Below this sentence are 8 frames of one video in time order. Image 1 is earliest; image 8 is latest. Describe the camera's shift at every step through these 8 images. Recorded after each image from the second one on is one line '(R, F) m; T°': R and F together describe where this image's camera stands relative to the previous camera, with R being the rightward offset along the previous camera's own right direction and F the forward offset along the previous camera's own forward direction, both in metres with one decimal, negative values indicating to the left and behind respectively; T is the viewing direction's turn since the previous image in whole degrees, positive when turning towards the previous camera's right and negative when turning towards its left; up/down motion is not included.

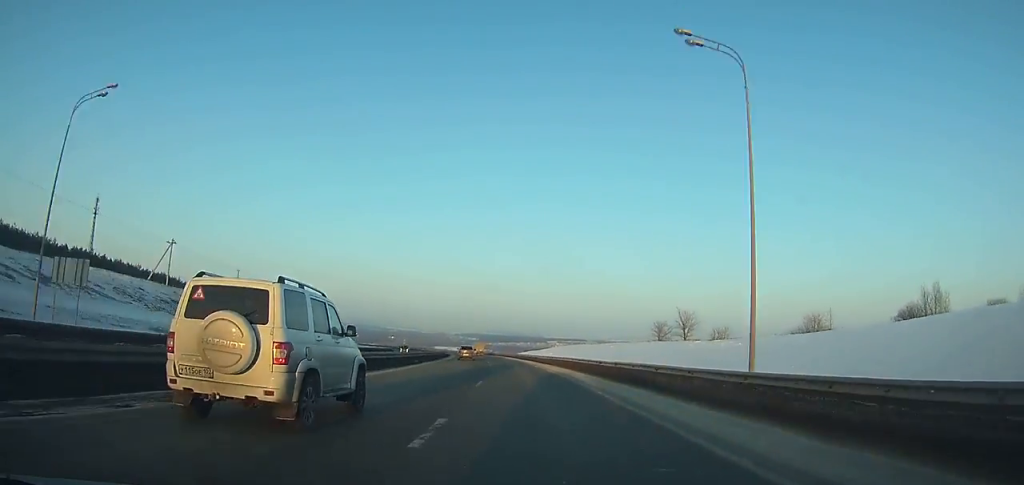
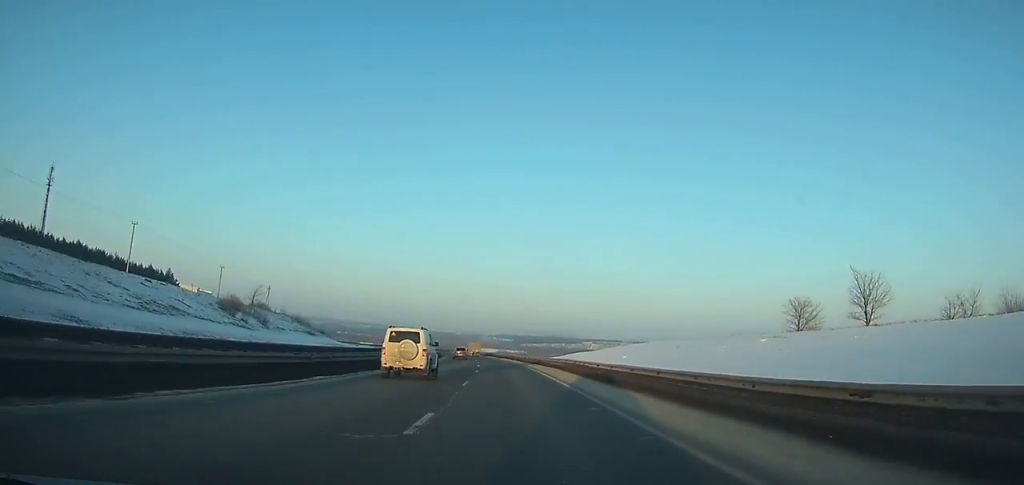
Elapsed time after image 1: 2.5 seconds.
(-2.3, +61.5) m; -4°
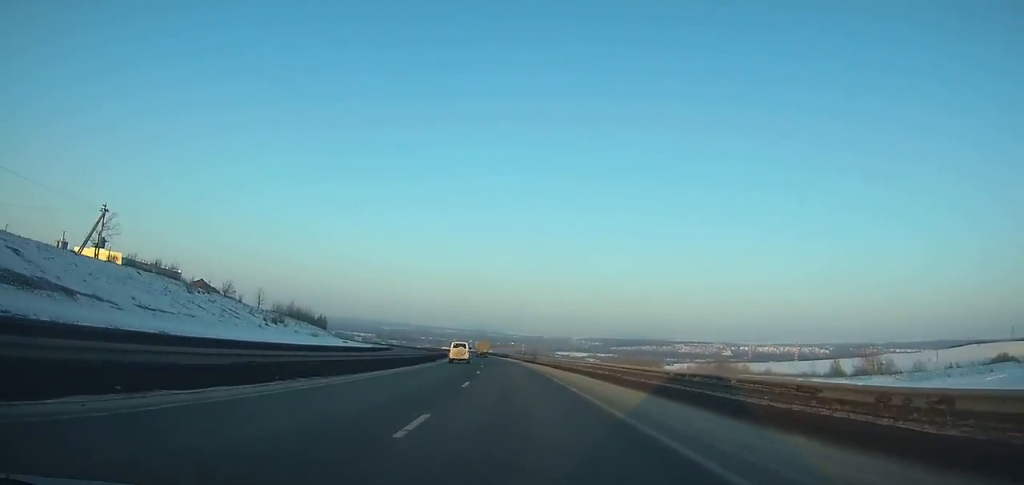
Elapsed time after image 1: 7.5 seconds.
(-9.2, +123.4) m; -9°
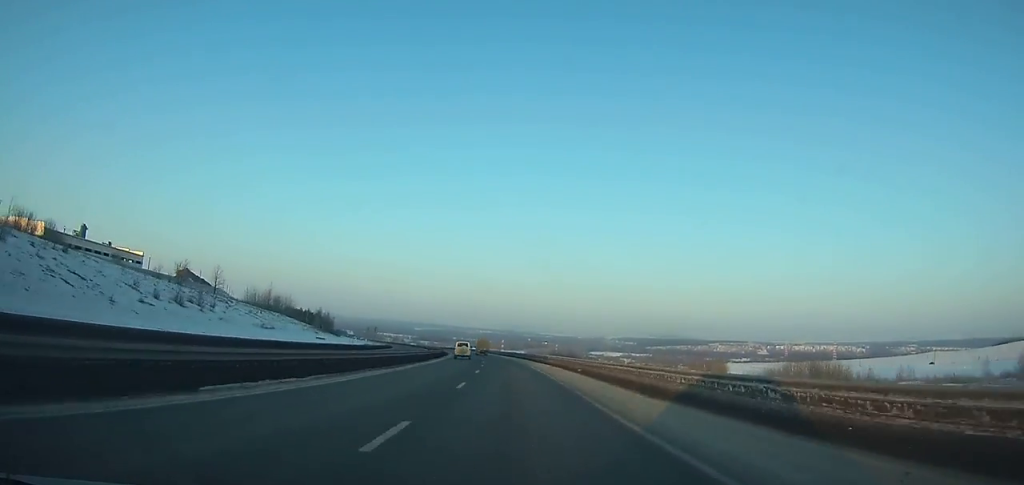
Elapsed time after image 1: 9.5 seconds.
(-0.8, +49.9) m; -3°
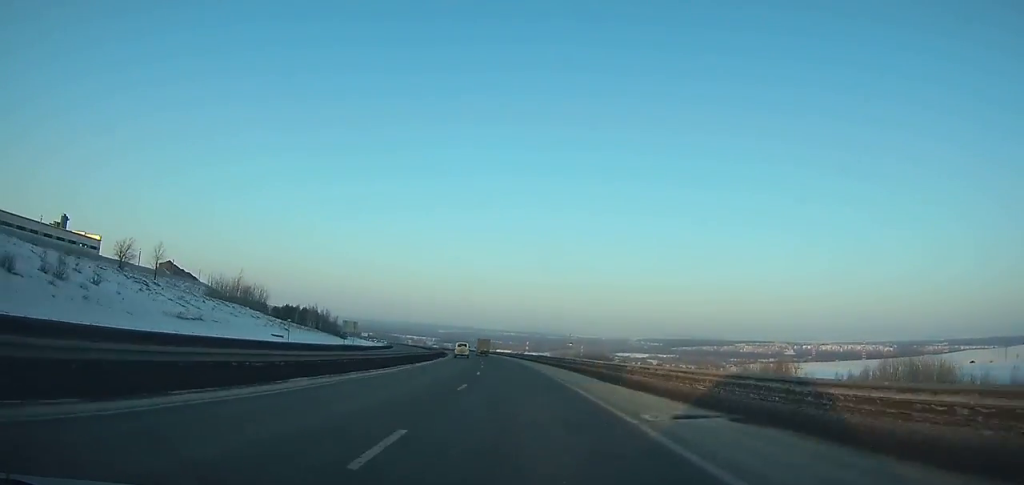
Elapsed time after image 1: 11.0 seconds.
(-1.6, +37.6) m; -2°
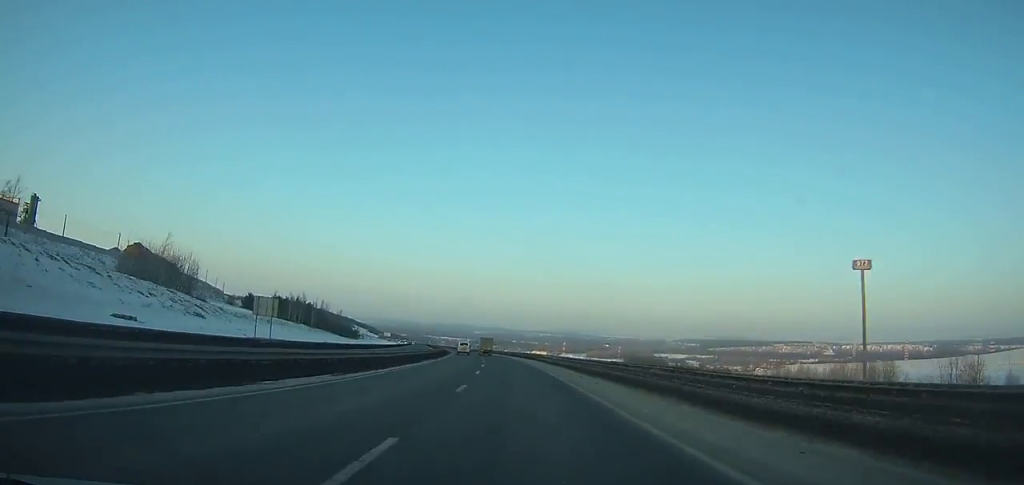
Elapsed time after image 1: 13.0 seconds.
(-1.1, +50.2) m; -3°
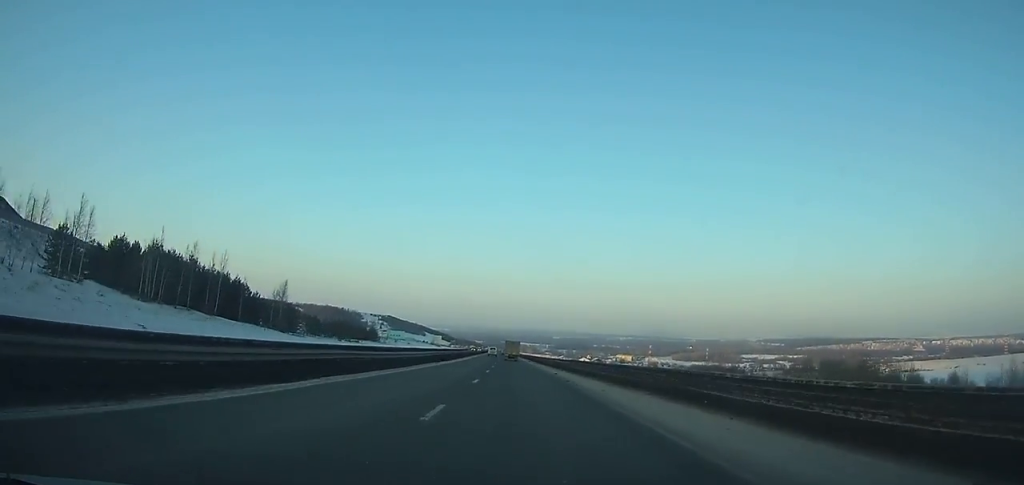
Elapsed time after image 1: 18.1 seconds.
(-7.9, +127.9) m; -5°
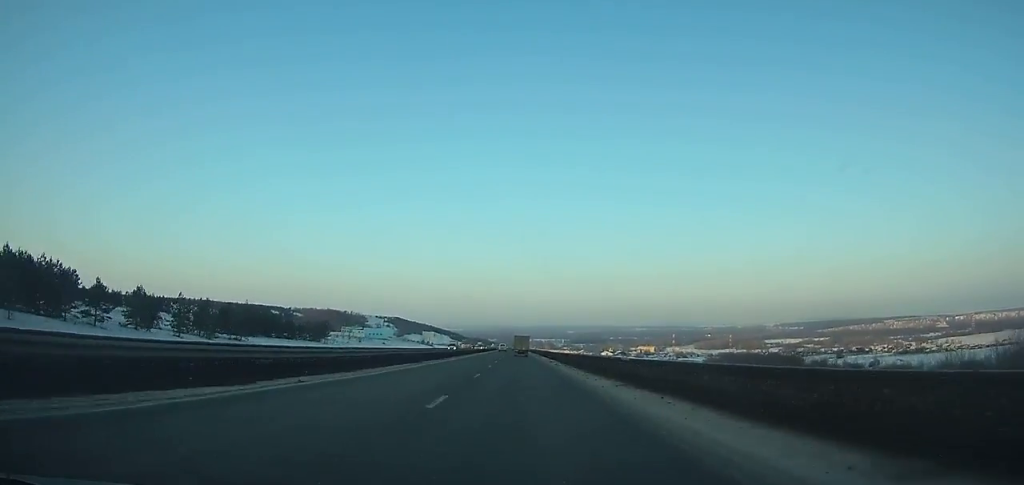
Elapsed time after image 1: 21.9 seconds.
(-1.4, +95.5) m; -1°
